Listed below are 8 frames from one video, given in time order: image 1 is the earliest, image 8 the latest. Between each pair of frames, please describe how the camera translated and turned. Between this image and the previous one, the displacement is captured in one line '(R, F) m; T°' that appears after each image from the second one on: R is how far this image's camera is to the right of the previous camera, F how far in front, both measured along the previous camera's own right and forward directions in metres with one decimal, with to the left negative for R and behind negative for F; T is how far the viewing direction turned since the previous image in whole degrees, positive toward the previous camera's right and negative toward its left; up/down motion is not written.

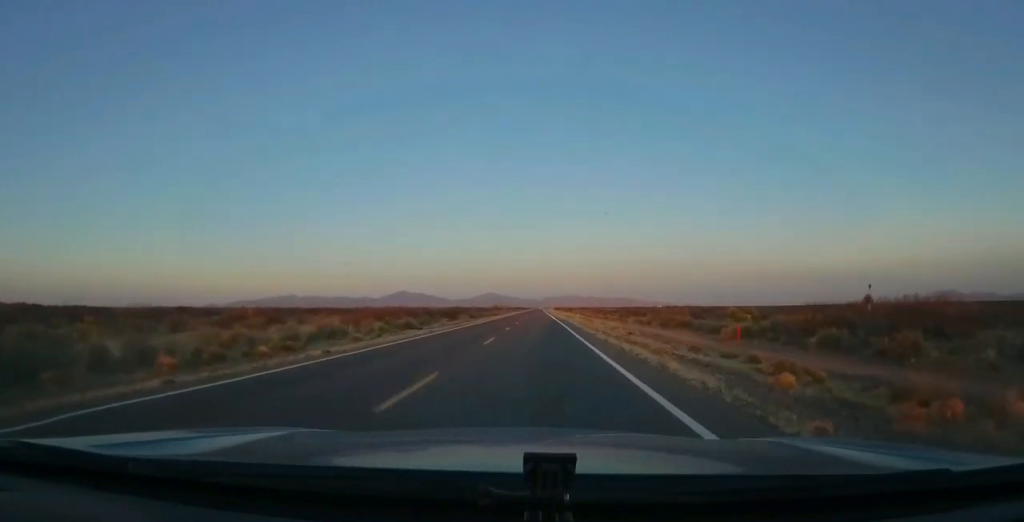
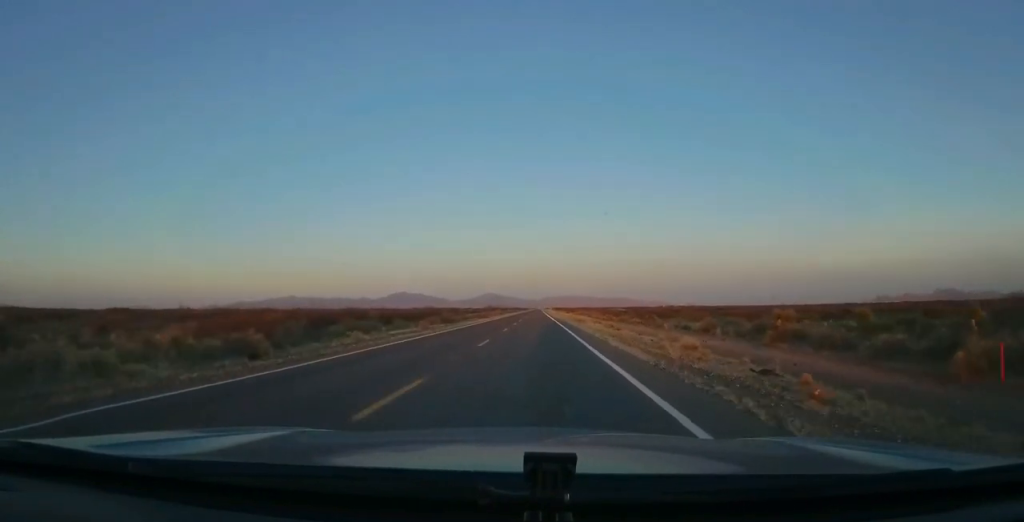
(0.0, +24.4) m; 0°
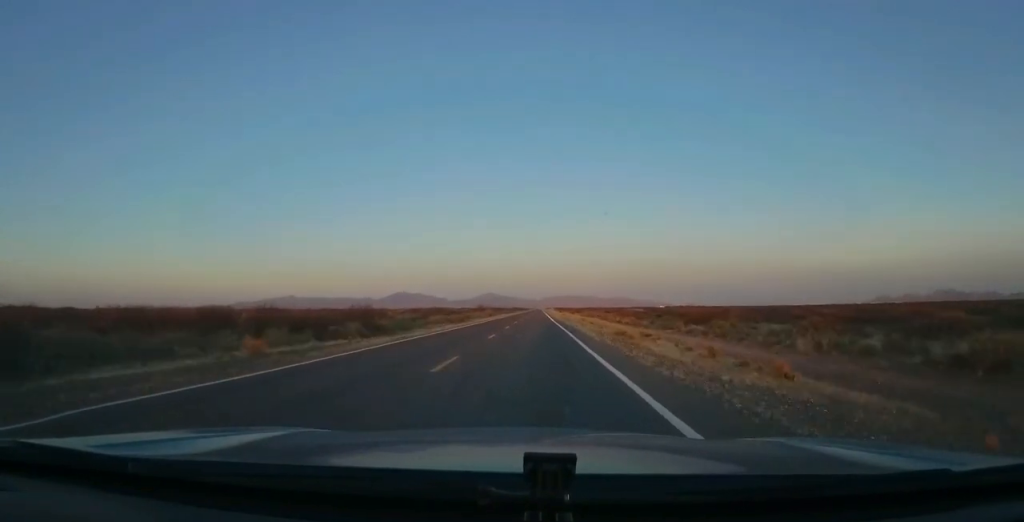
(0.0, +31.2) m; -1°
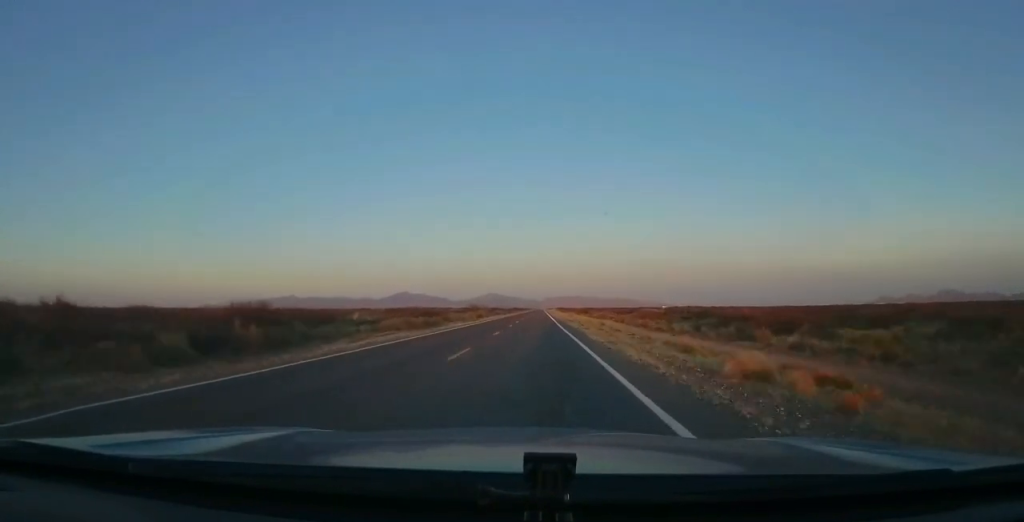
(-0.2, +21.4) m; 0°
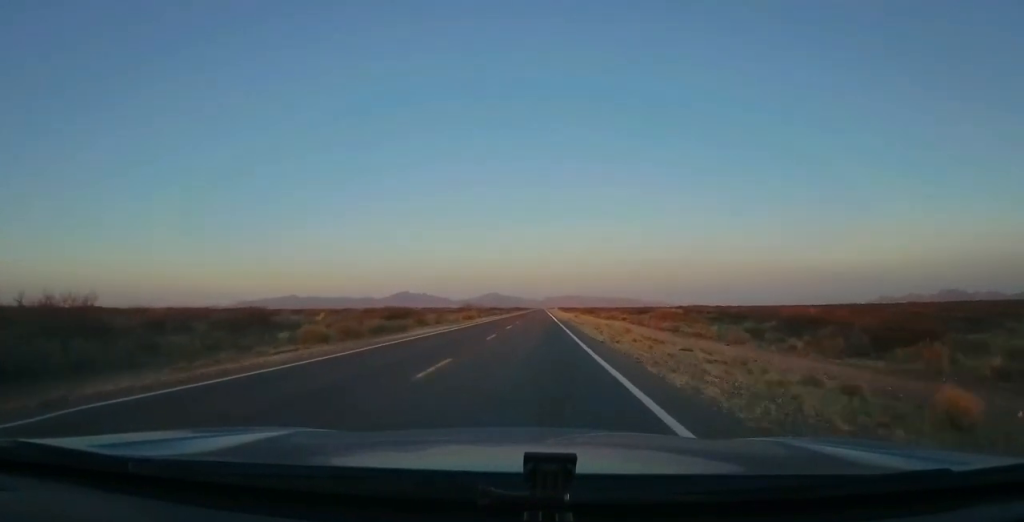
(-0.3, +15.6) m; 0°
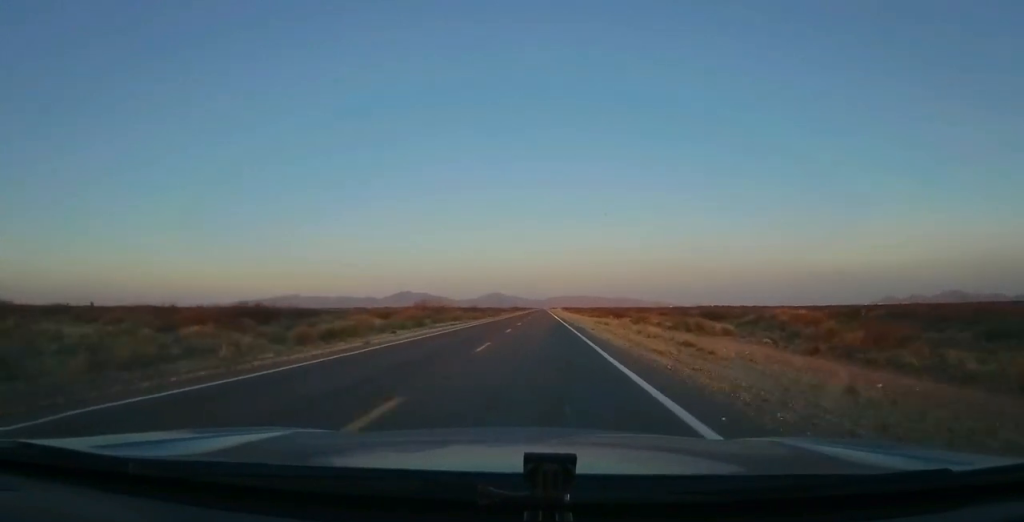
(+0.2, +53.8) m; 0°
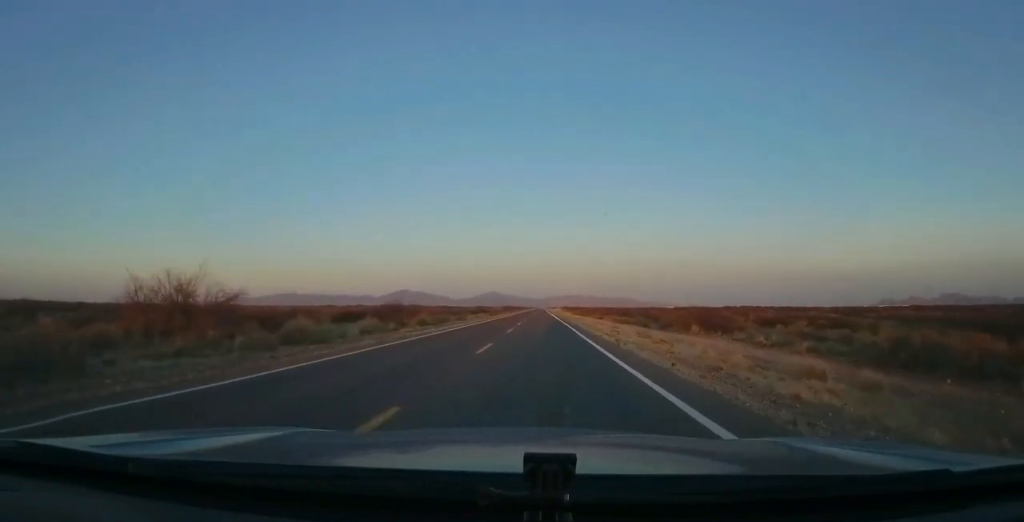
(+0.1, +61.8) m; 0°
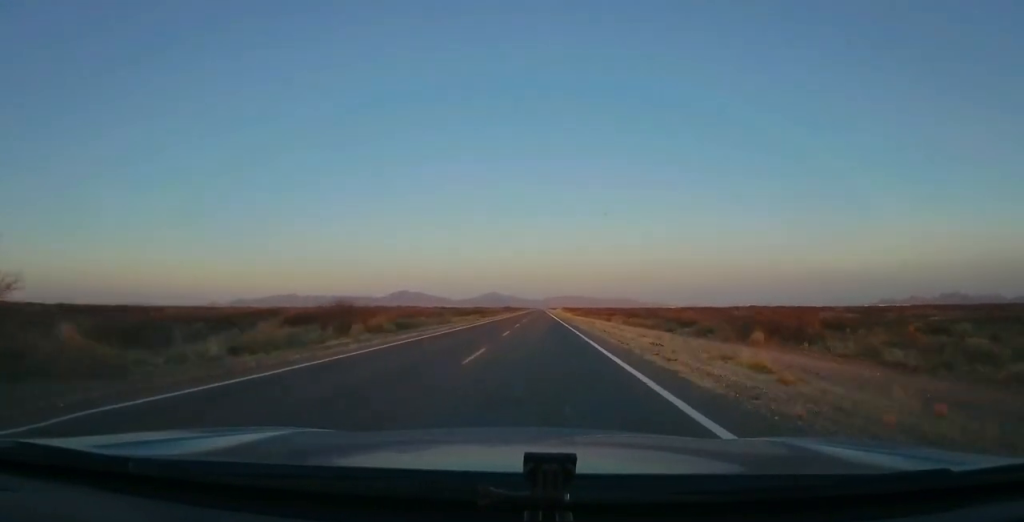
(+0.1, +14.7) m; 0°
